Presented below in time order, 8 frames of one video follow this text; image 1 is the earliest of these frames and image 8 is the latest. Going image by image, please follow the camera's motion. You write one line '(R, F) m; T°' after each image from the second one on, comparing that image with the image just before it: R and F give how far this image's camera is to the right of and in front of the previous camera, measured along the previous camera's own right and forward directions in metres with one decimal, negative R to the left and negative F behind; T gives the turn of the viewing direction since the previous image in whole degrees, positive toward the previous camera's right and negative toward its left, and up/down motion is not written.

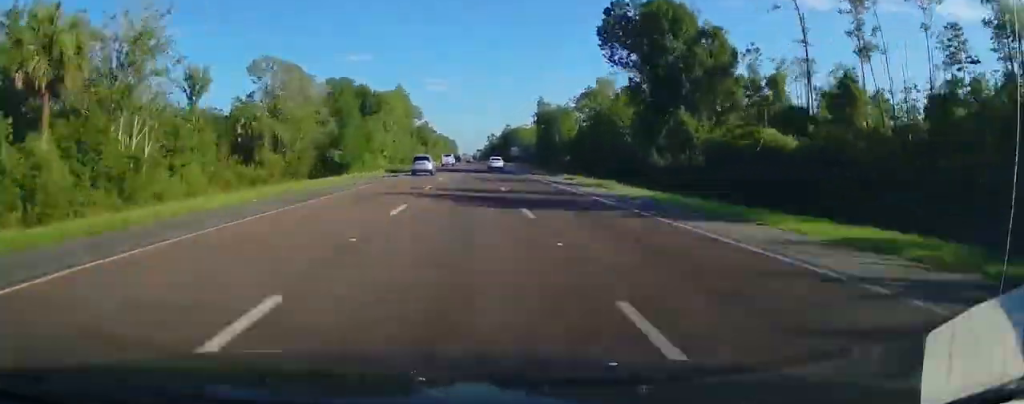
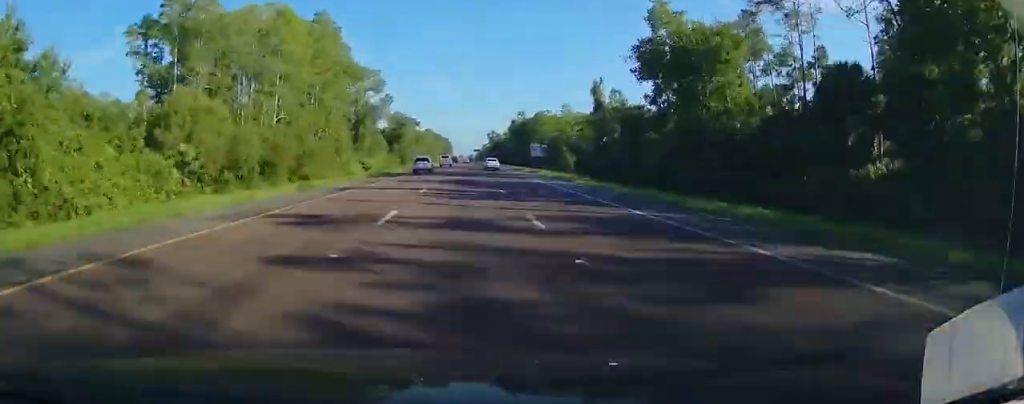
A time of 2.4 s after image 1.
(-0.1, +105.0) m; 0°
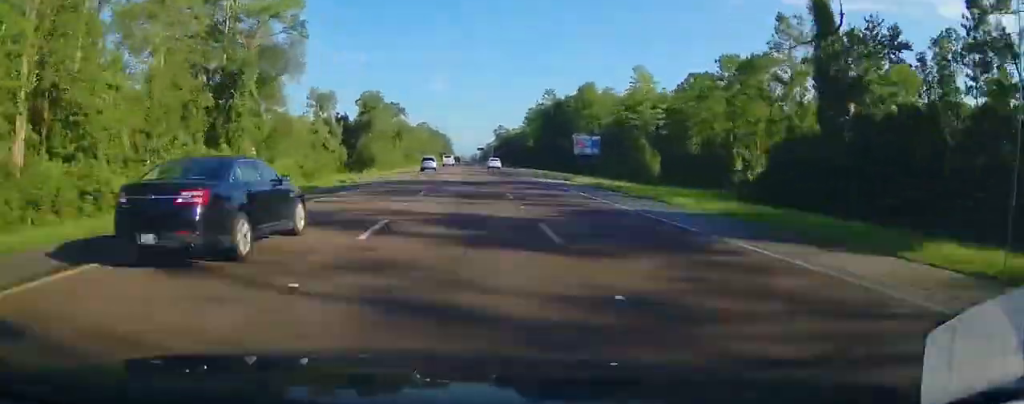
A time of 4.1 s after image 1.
(0.0, +67.0) m; 0°
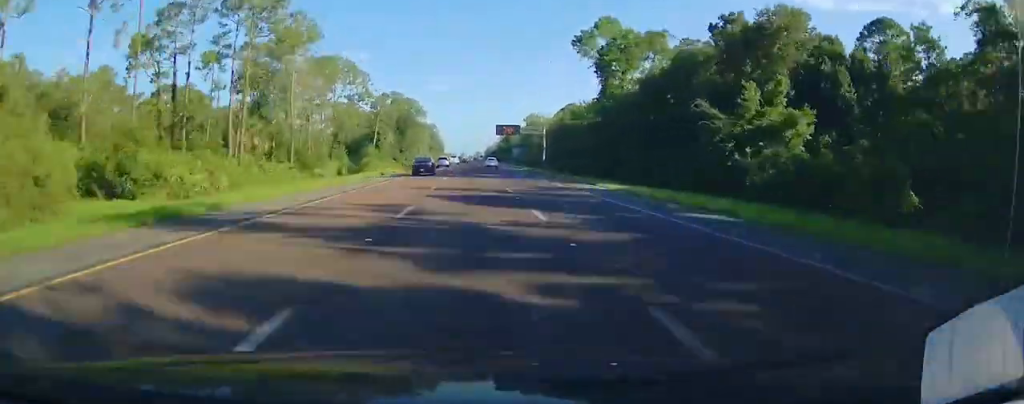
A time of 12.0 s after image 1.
(-0.8, +248.4) m; 0°
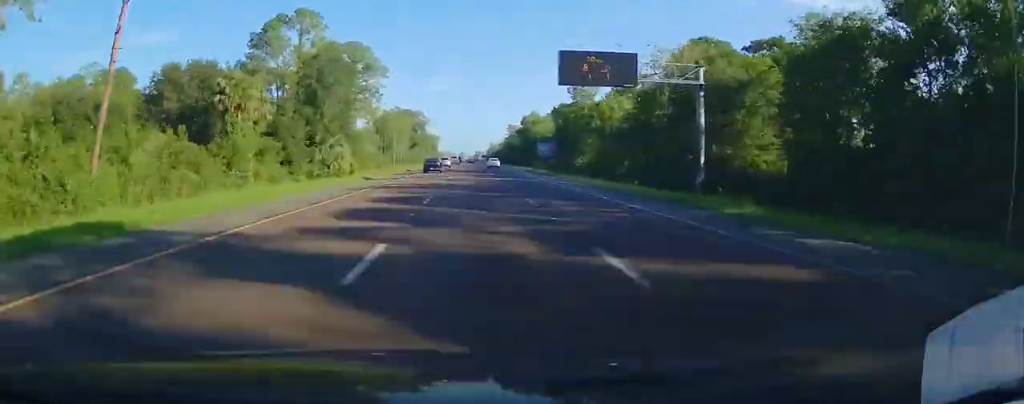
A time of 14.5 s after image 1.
(+0.8, +89.7) m; 0°
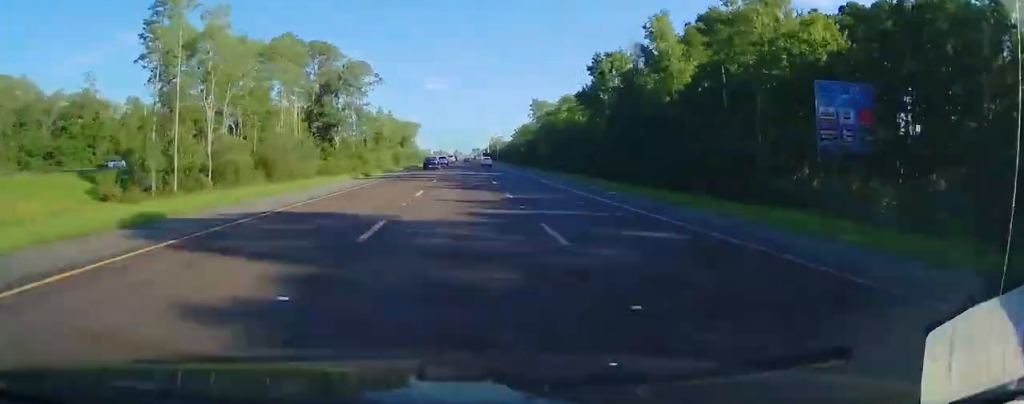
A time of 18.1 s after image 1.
(+0.1, +132.0) m; 0°
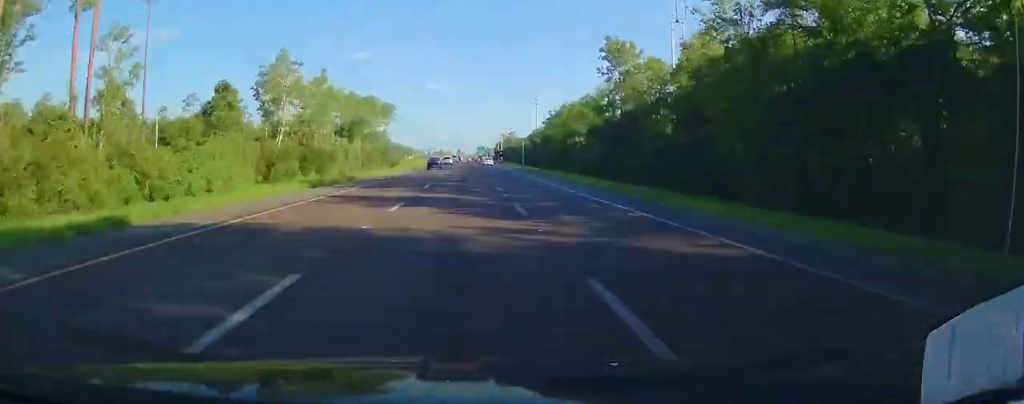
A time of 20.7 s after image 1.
(-0.2, +98.0) m; 0°
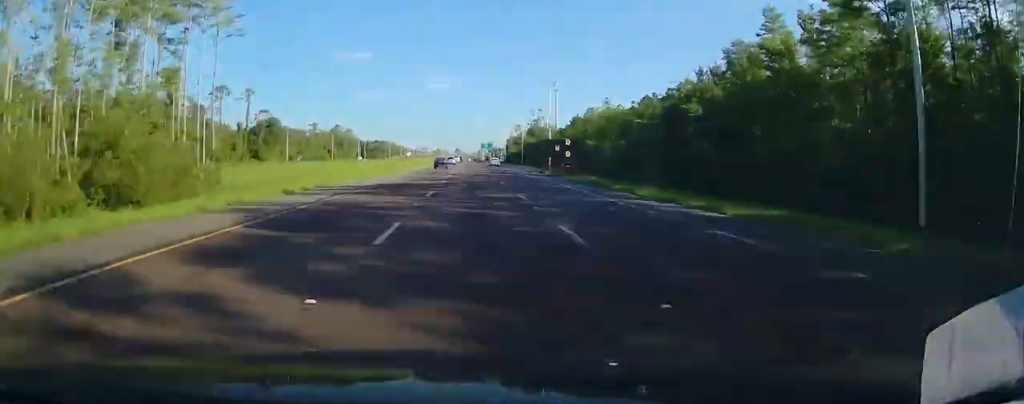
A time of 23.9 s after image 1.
(-0.4, +133.0) m; 0°
